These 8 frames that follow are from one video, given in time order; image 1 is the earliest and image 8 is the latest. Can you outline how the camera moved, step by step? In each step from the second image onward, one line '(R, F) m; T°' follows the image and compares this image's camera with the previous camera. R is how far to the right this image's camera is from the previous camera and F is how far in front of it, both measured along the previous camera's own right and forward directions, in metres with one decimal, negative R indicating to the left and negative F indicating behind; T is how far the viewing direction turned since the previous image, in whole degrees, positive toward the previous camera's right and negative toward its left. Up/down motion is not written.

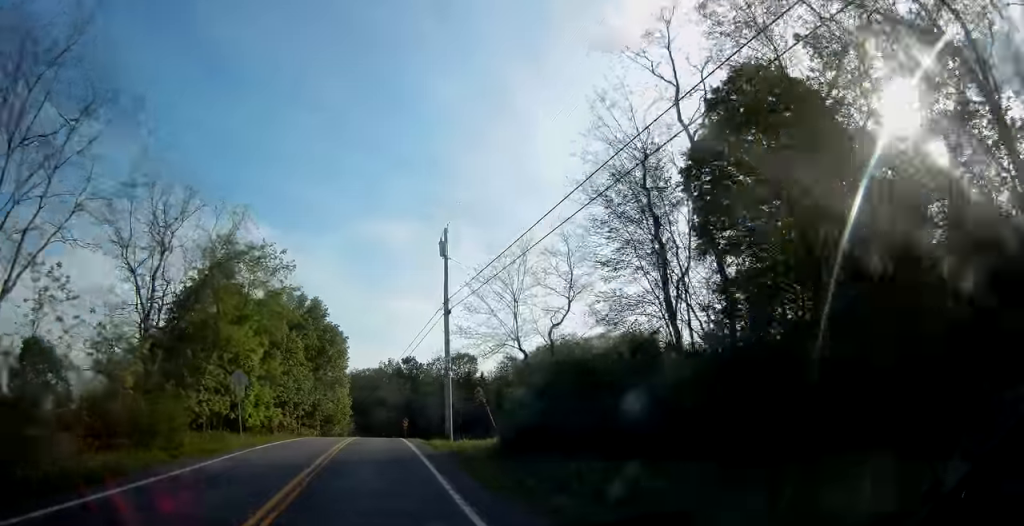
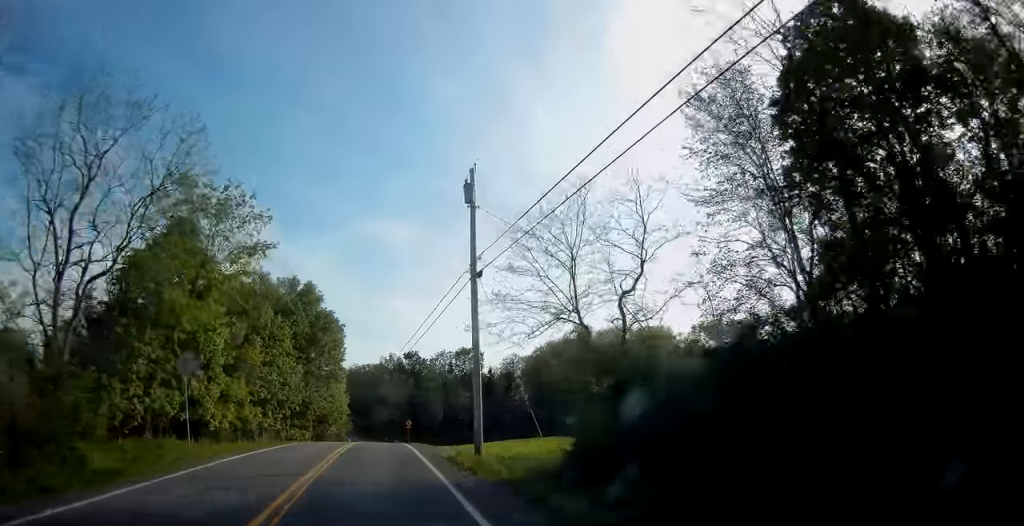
(0.0, +8.4) m; 0°
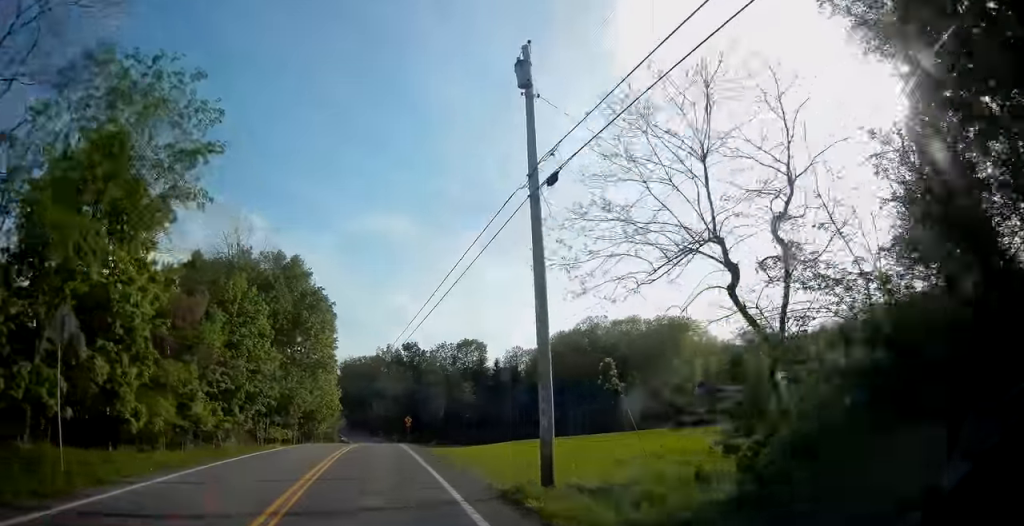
(0.0, +9.1) m; 0°
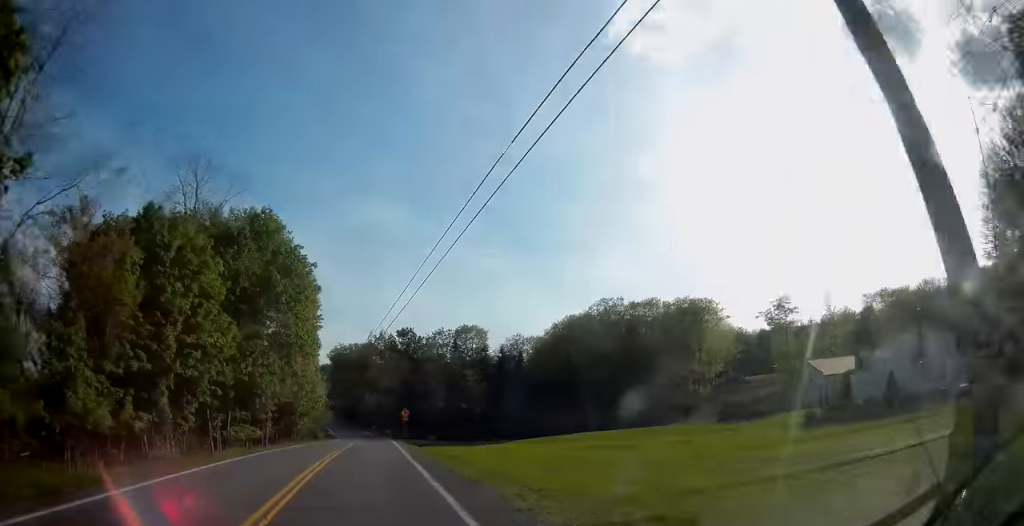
(+0.1, +10.4) m; 0°
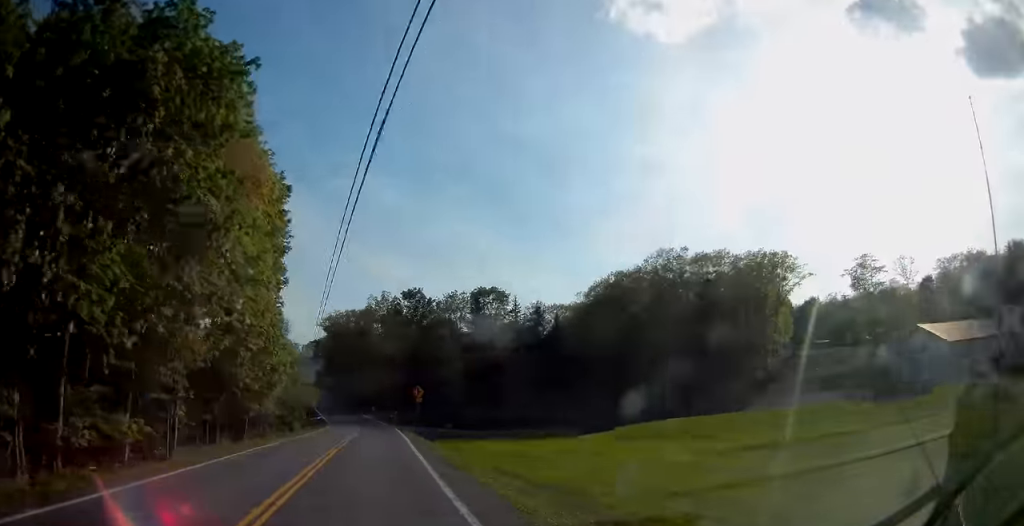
(-0.1, +20.9) m; 0°
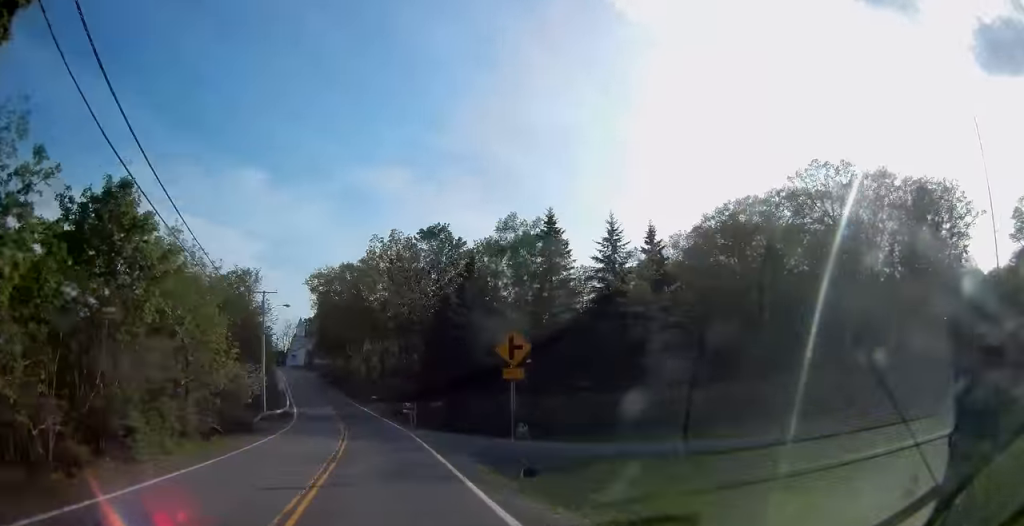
(+0.1, +31.2) m; 0°
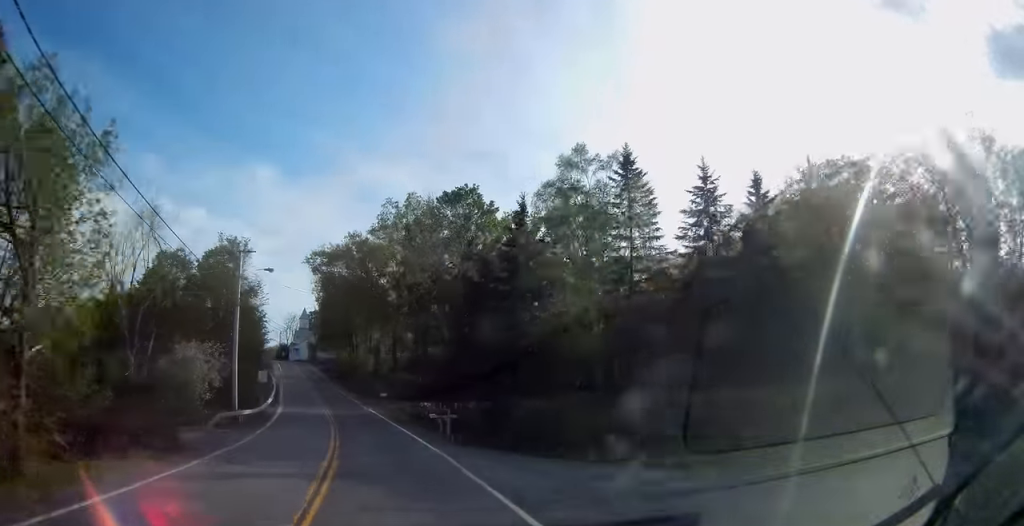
(-0.2, +13.1) m; -1°
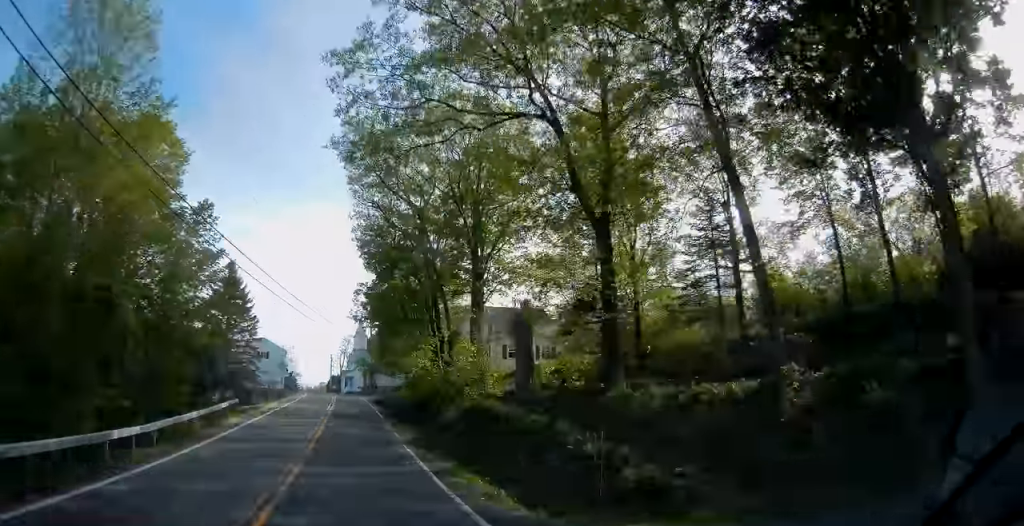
(-1.4, +47.6) m; -5°
